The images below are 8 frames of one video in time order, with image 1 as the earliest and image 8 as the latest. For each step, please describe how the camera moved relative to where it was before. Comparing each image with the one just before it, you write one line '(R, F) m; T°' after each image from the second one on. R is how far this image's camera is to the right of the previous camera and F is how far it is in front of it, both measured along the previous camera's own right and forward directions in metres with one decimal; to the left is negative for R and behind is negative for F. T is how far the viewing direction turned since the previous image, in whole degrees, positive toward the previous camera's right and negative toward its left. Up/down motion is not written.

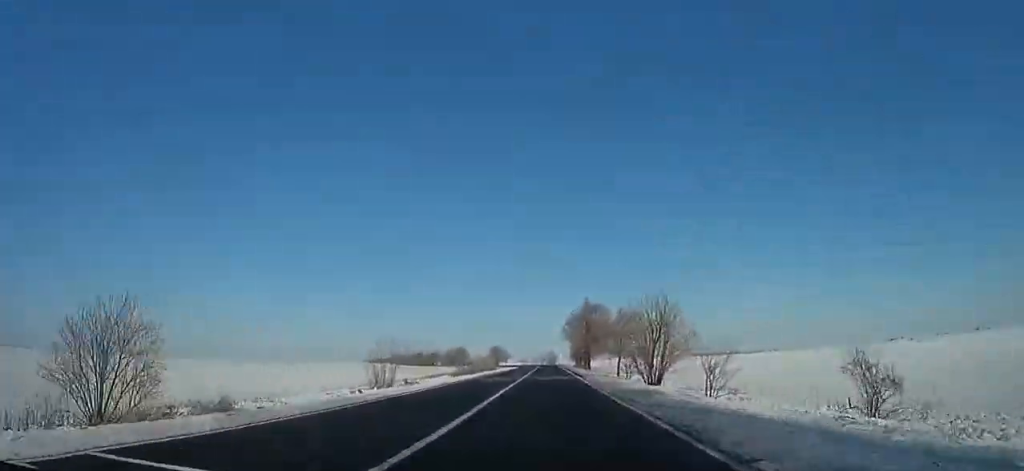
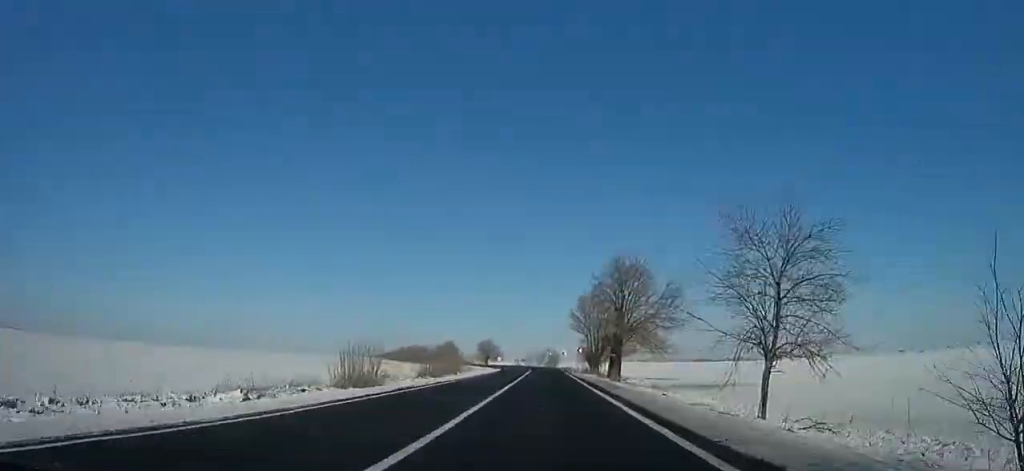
(+0.9, +34.2) m; 0°
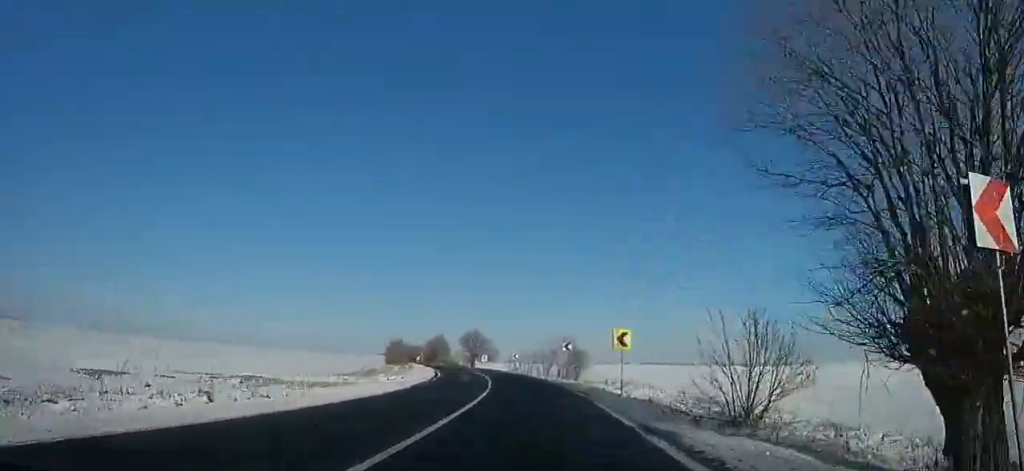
(-1.8, +58.4) m; -4°
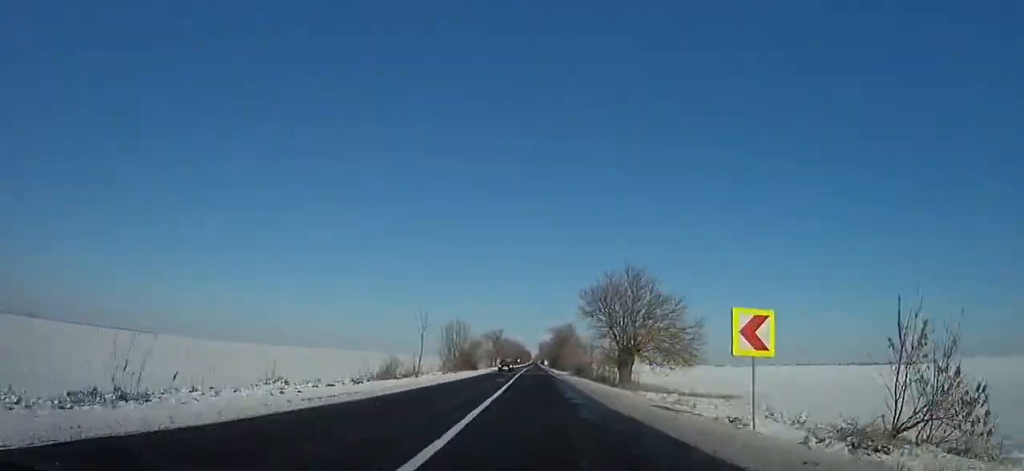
(-8.1, +78.7) m; -13°
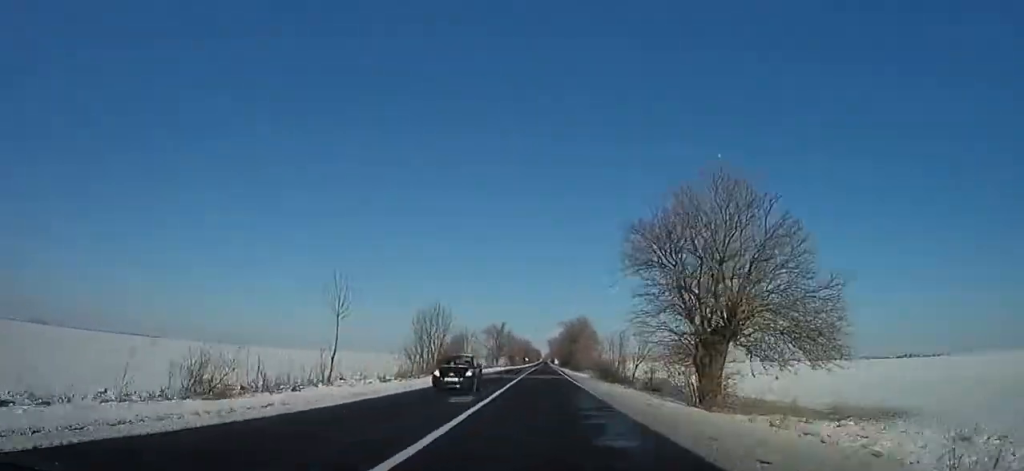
(-1.2, +19.0) m; -1°
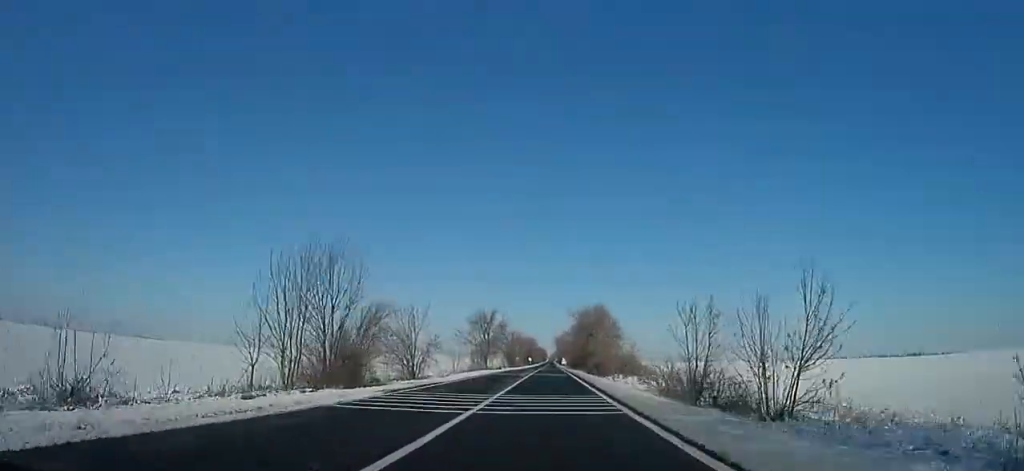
(-0.8, +25.9) m; -1°
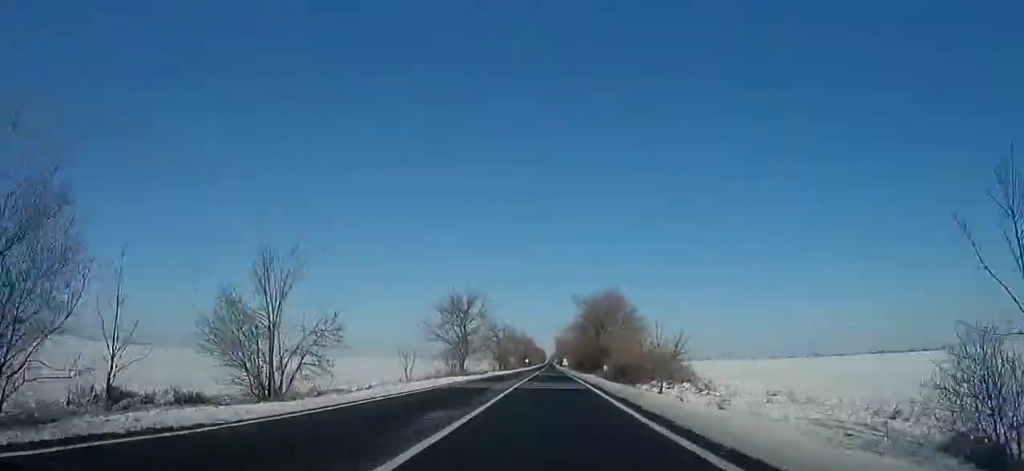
(+0.5, +18.8) m; 0°
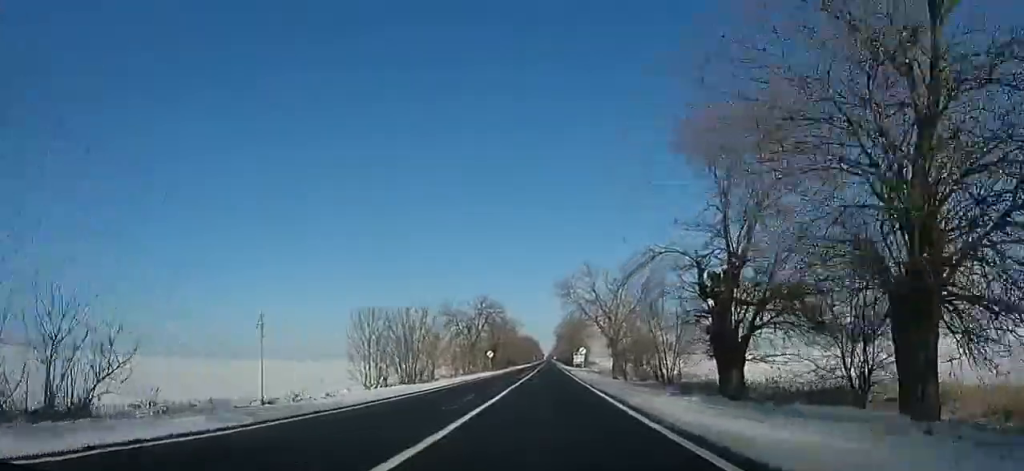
(-0.5, +93.8) m; 0°
